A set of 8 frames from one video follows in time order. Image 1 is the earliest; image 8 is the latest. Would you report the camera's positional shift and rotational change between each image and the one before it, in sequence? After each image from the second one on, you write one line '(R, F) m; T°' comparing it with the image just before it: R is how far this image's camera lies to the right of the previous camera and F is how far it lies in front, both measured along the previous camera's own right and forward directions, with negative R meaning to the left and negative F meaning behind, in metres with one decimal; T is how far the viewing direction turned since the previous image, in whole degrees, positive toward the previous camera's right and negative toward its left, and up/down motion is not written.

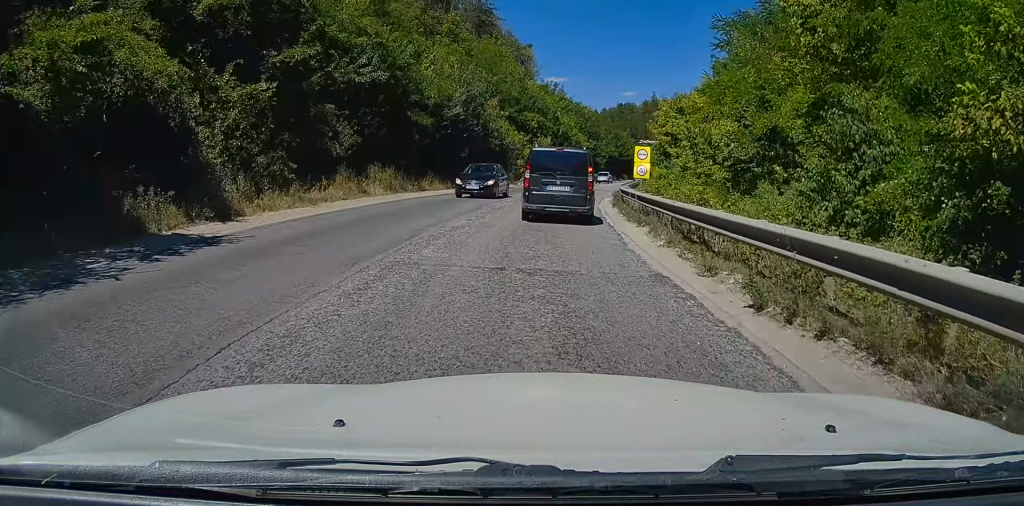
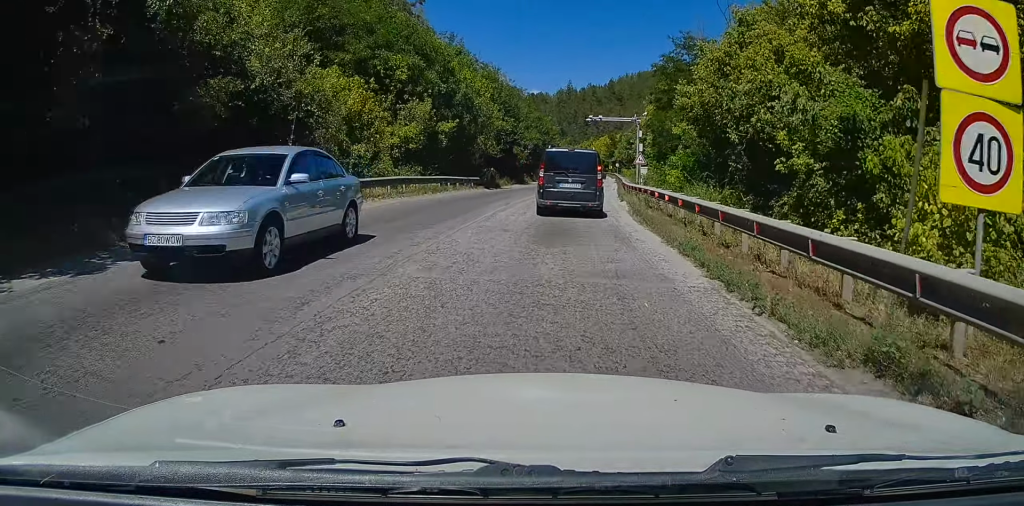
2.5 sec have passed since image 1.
(+2.4, +35.2) m; +9°
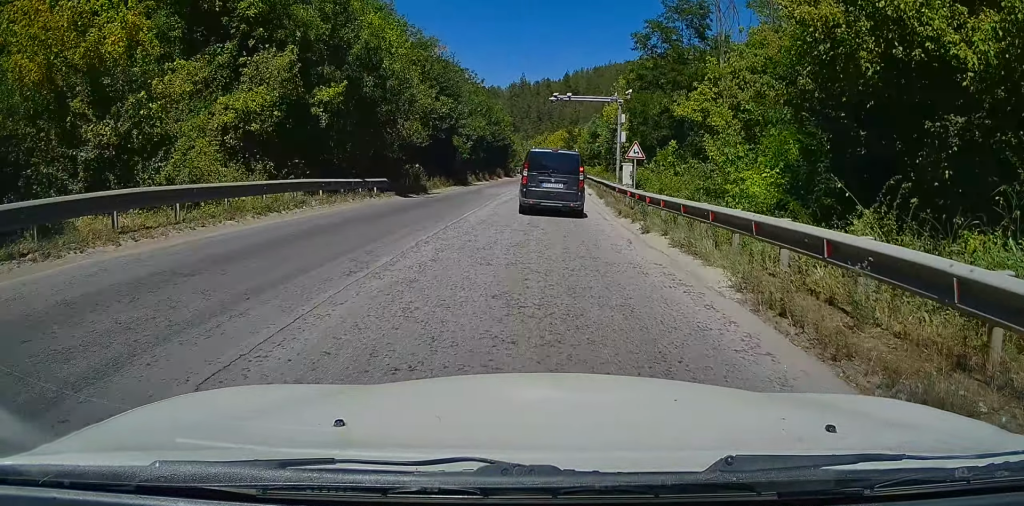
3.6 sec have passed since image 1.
(+0.6, +14.3) m; +4°
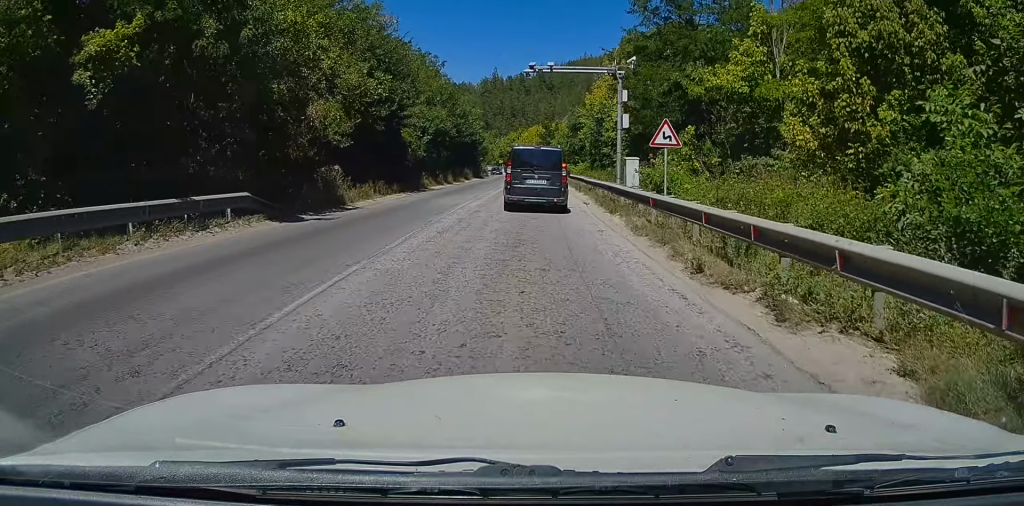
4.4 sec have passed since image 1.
(+0.2, +10.2) m; +2°
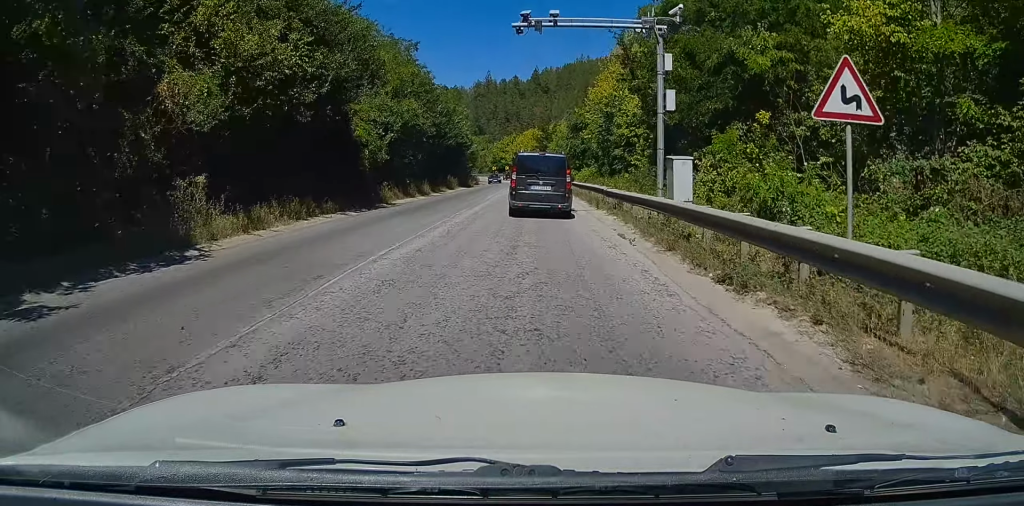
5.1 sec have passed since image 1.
(+0.1, +9.0) m; +1°
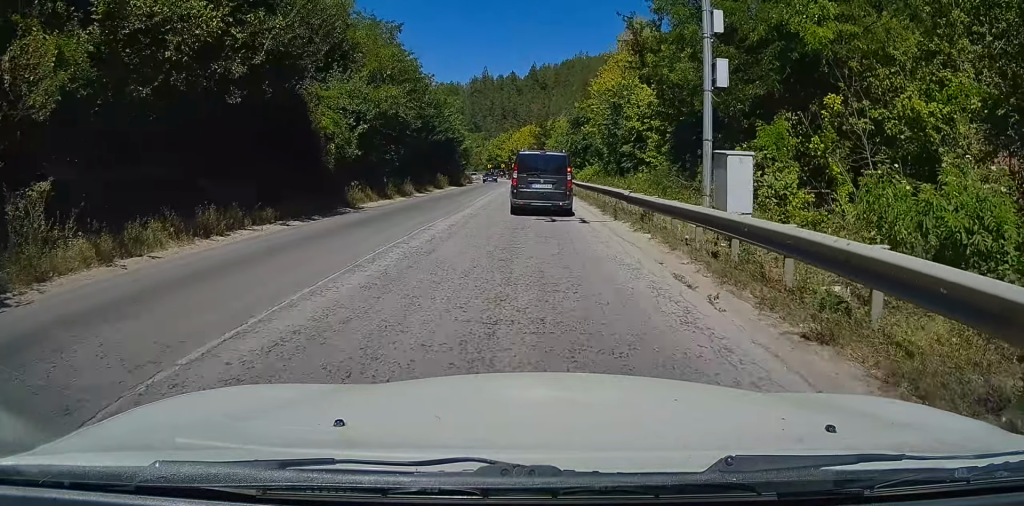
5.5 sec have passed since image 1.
(+0.1, +4.7) m; 0°
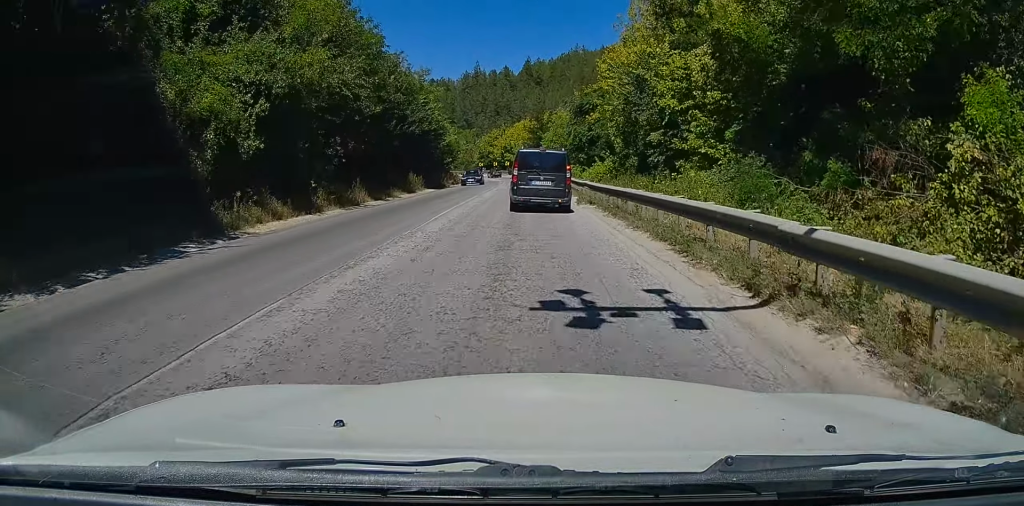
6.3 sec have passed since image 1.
(+0.1, +9.6) m; 0°
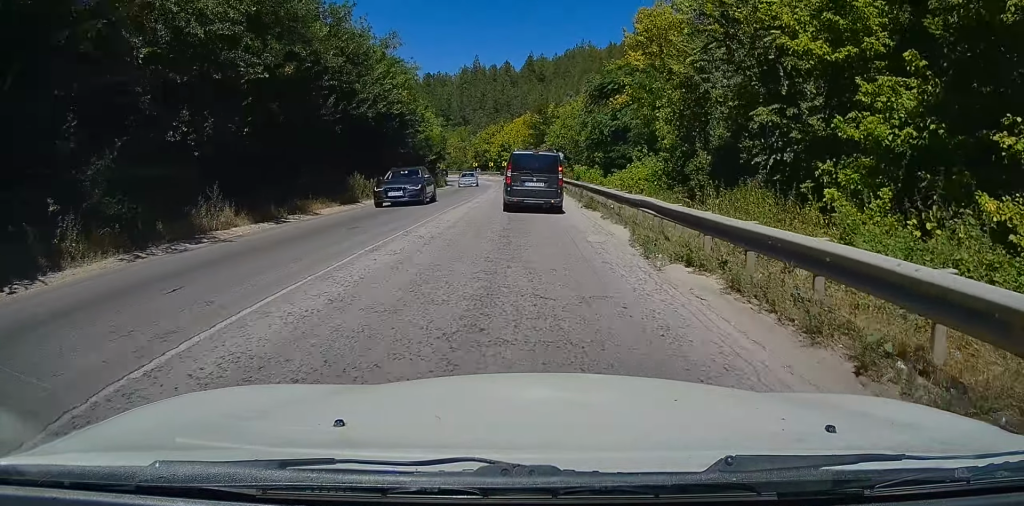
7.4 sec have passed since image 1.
(-0.1, +13.4) m; -1°
